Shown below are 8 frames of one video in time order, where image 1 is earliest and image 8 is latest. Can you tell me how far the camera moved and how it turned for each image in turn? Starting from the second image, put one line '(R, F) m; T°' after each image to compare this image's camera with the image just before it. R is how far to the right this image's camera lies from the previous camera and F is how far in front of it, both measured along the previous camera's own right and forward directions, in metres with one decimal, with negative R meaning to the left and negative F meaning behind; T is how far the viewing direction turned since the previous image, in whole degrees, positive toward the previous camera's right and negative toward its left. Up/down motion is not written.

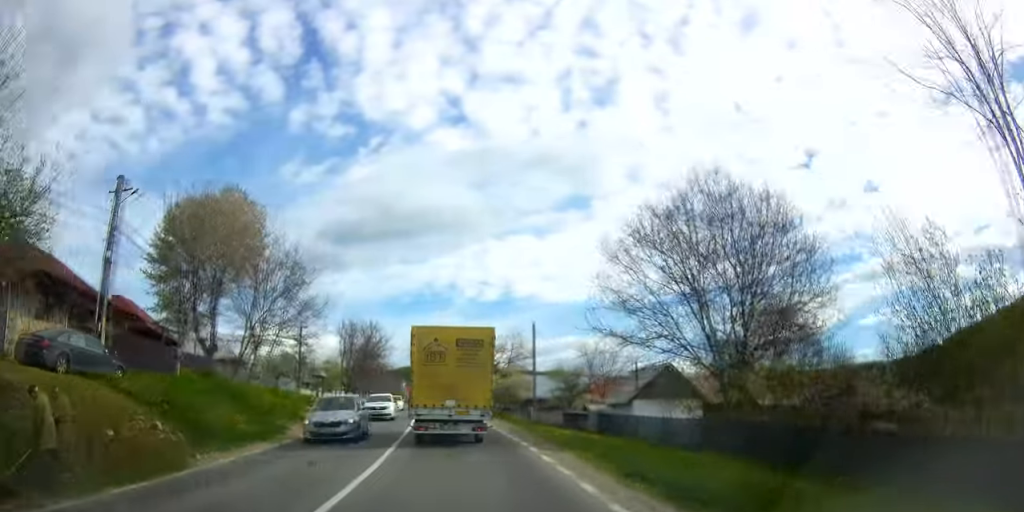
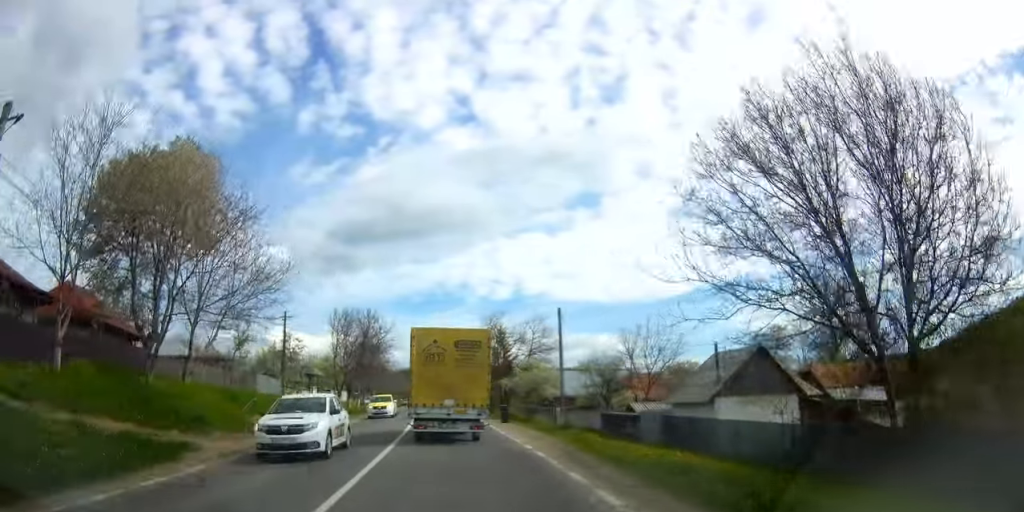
(-0.1, +9.7) m; -1°
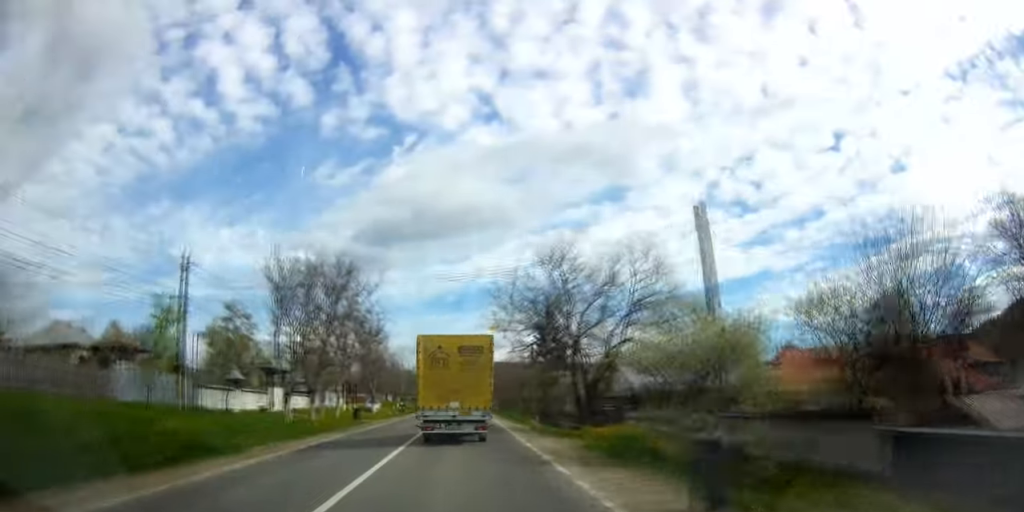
(-0.4, +24.6) m; -3°
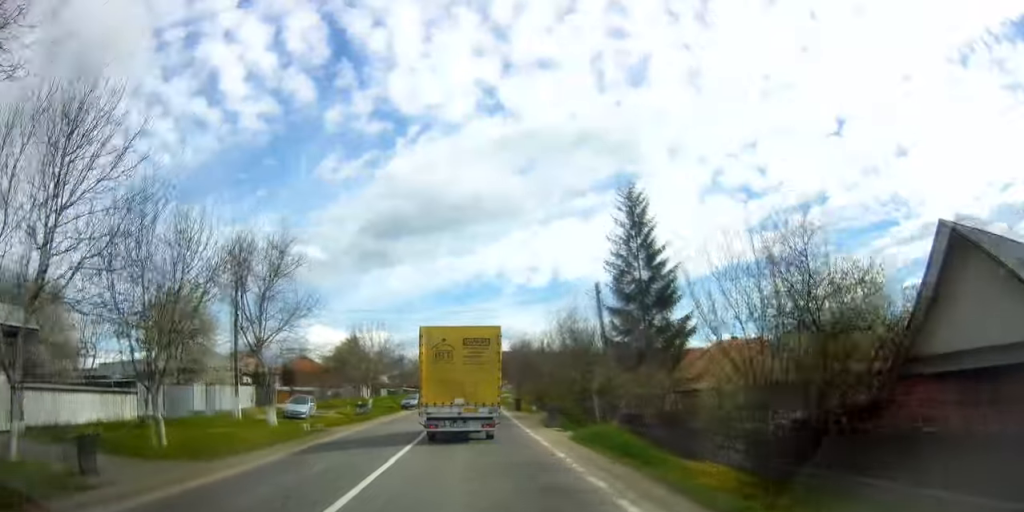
(-1.3, +32.3) m; -3°
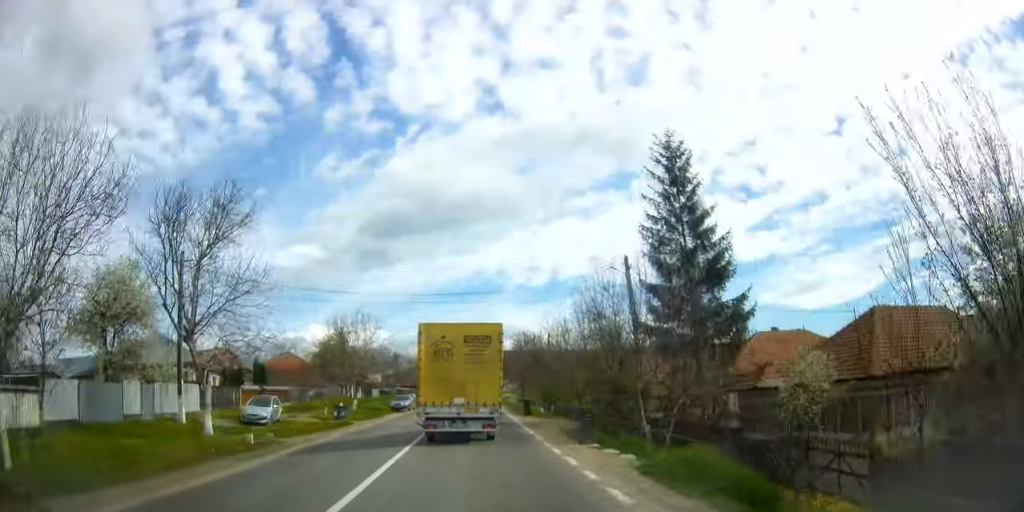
(0.0, +7.1) m; 0°
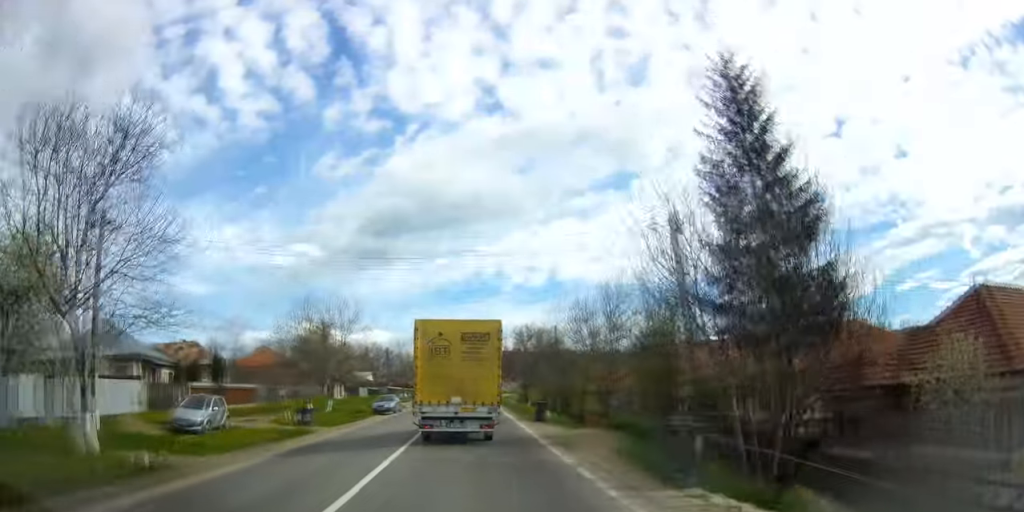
(0.0, +7.8) m; 0°
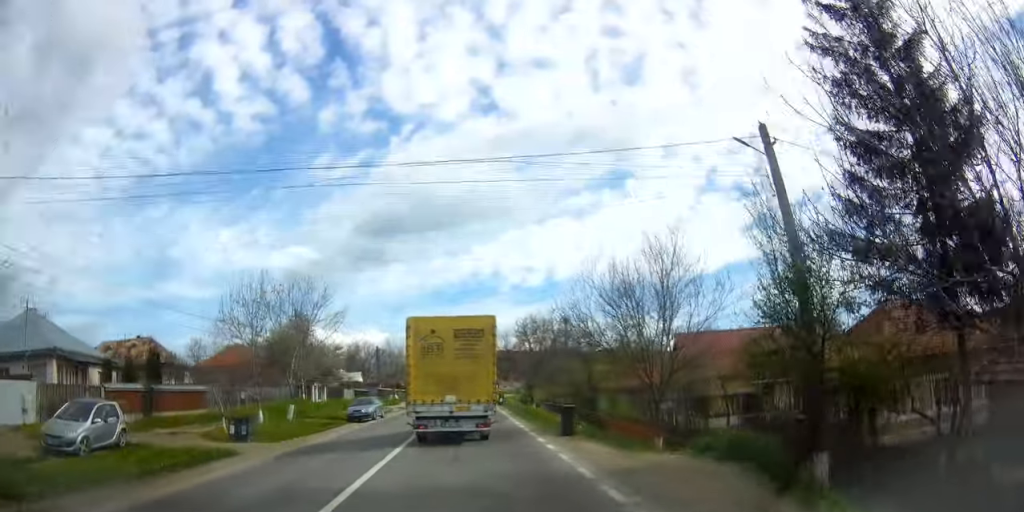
(0.0, +8.6) m; 0°
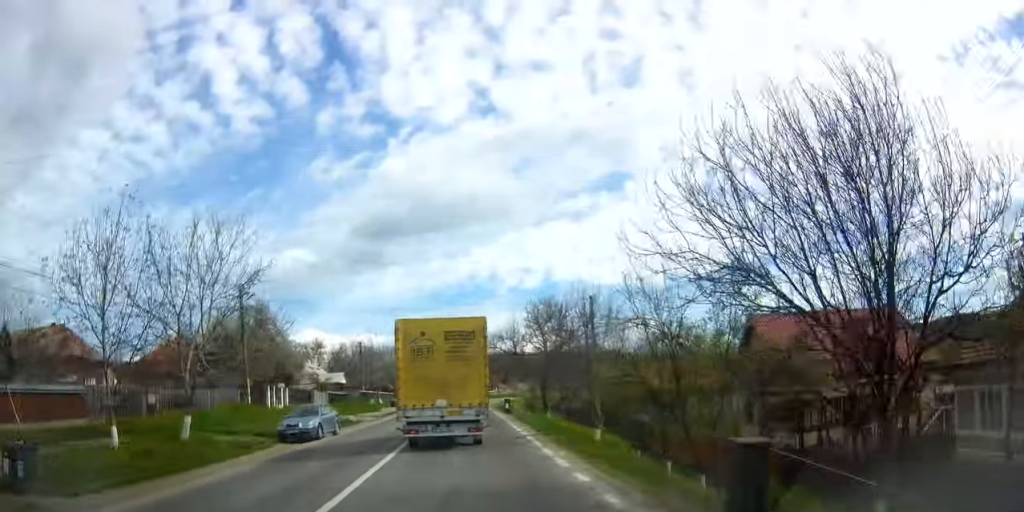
(0.0, +13.2) m; 0°
